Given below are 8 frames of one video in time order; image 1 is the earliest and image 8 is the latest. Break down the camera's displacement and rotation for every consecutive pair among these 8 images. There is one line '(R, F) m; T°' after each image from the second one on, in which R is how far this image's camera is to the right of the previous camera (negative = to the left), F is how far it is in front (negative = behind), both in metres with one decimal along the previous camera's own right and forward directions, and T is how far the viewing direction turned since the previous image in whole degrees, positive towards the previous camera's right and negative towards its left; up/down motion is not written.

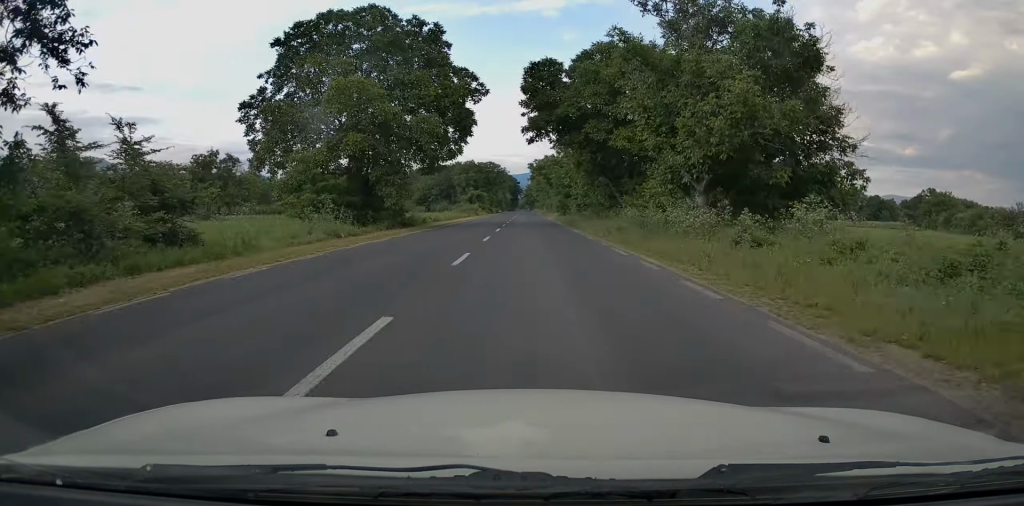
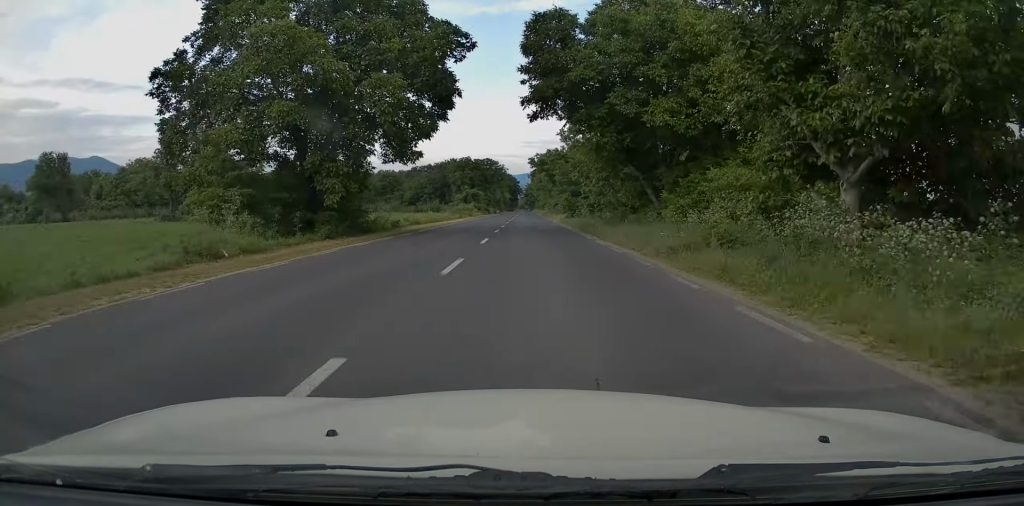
(+0.1, +10.7) m; 0°
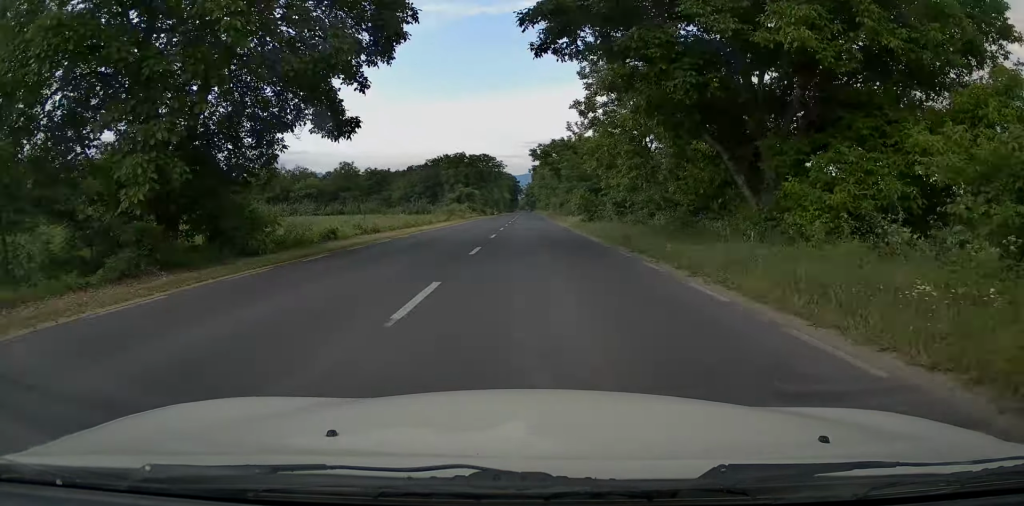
(-0.2, +13.4) m; 0°
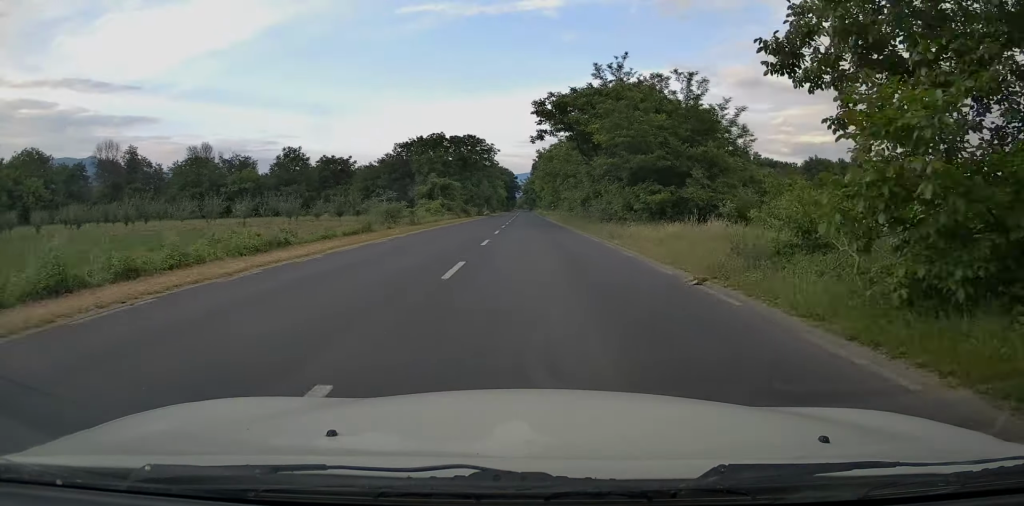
(-0.1, +32.3) m; 0°
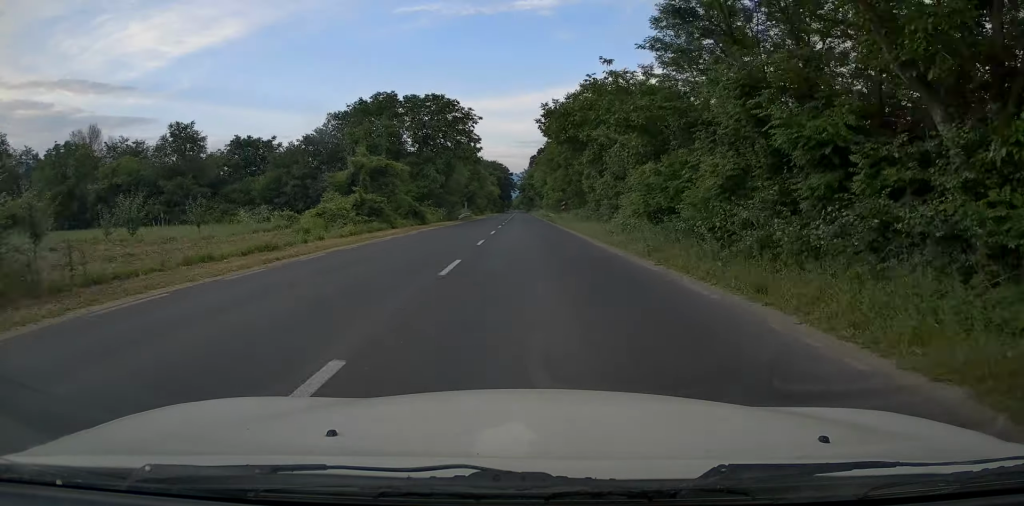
(+0.2, +35.6) m; +1°
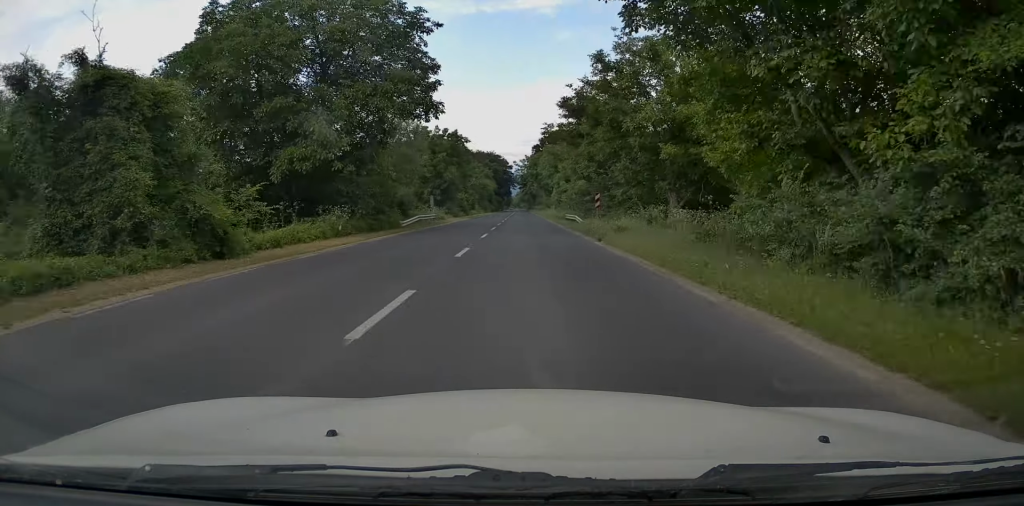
(0.0, +32.3) m; 0°
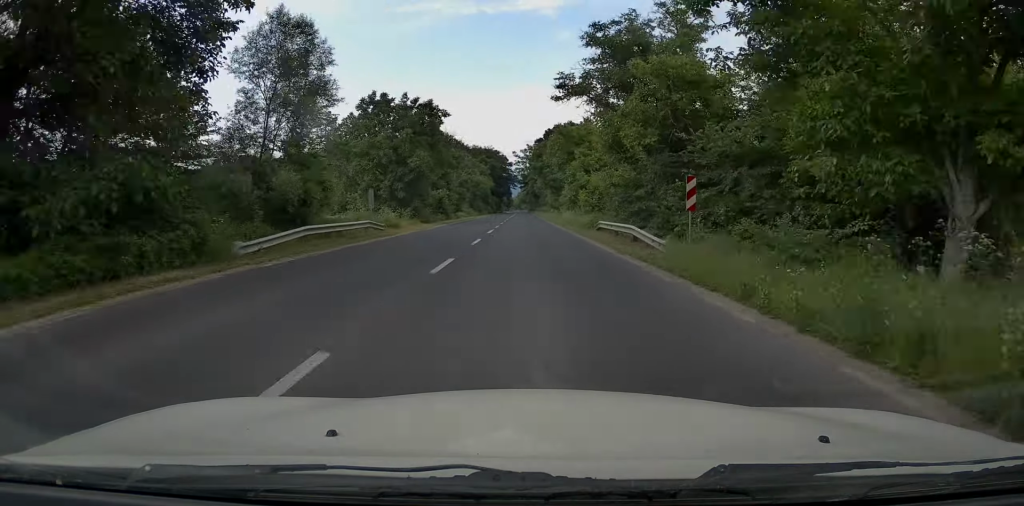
(0.0, +21.2) m; 0°
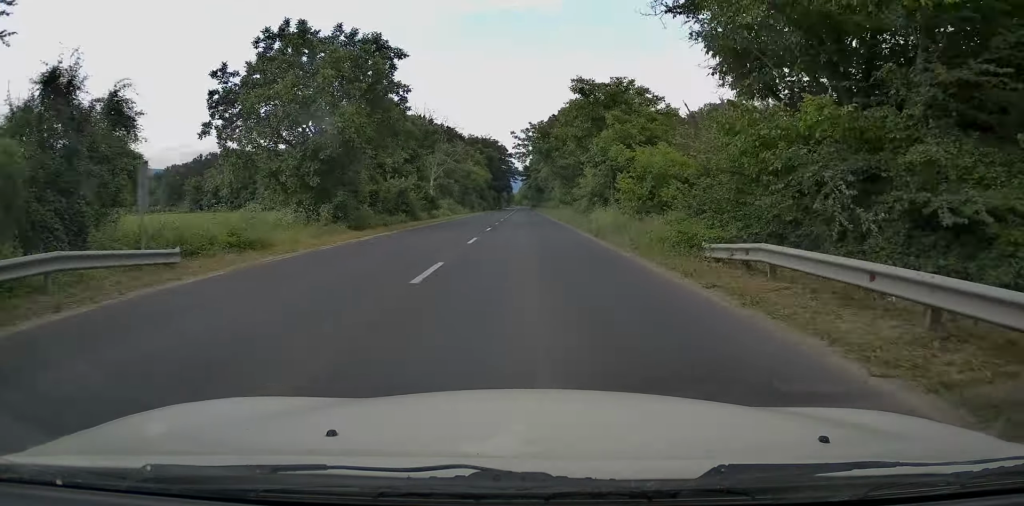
(+0.1, +19.5) m; 0°
